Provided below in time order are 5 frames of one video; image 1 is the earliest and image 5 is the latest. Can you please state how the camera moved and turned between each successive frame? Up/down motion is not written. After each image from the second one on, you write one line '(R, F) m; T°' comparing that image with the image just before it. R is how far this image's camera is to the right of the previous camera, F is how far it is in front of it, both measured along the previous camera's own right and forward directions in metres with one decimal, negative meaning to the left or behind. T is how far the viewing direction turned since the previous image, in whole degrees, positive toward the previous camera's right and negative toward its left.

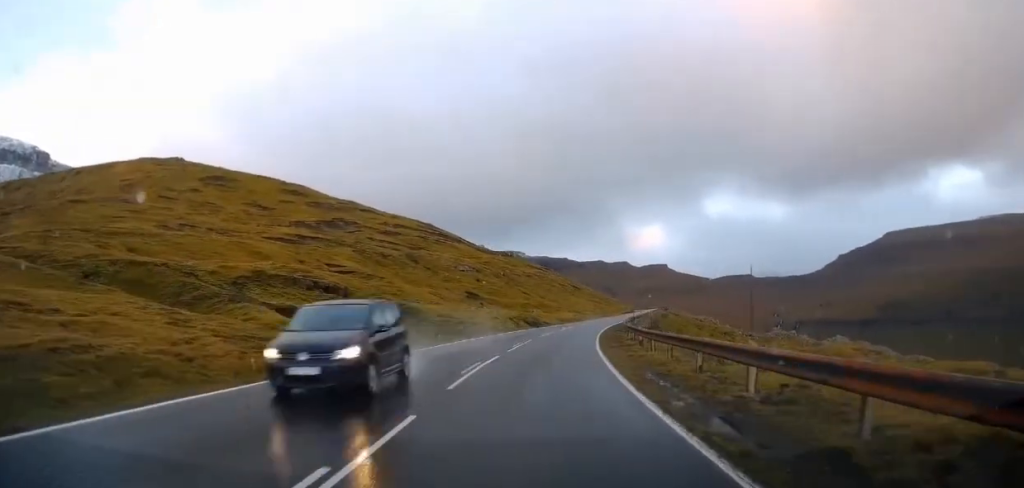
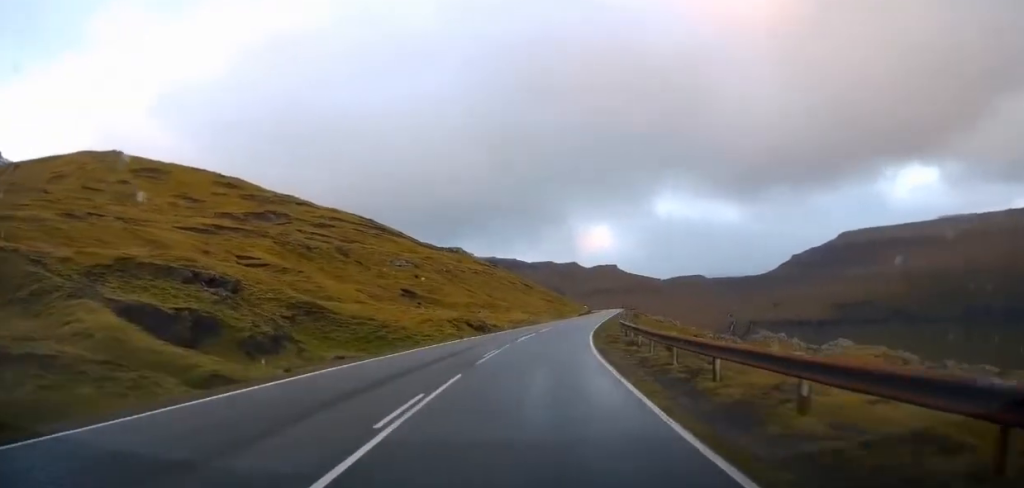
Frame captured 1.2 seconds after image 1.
(+1.0, +17.7) m; +5°
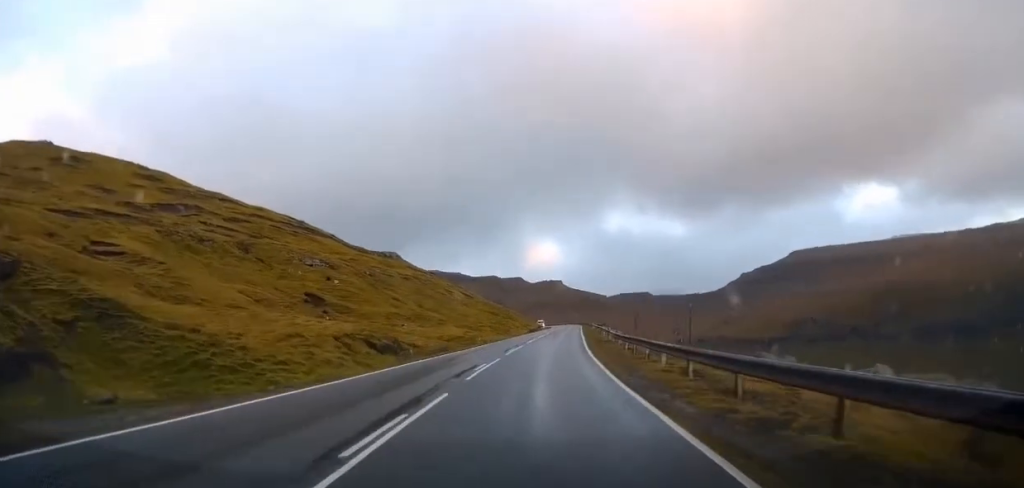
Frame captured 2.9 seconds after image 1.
(+1.7, +25.1) m; +6°
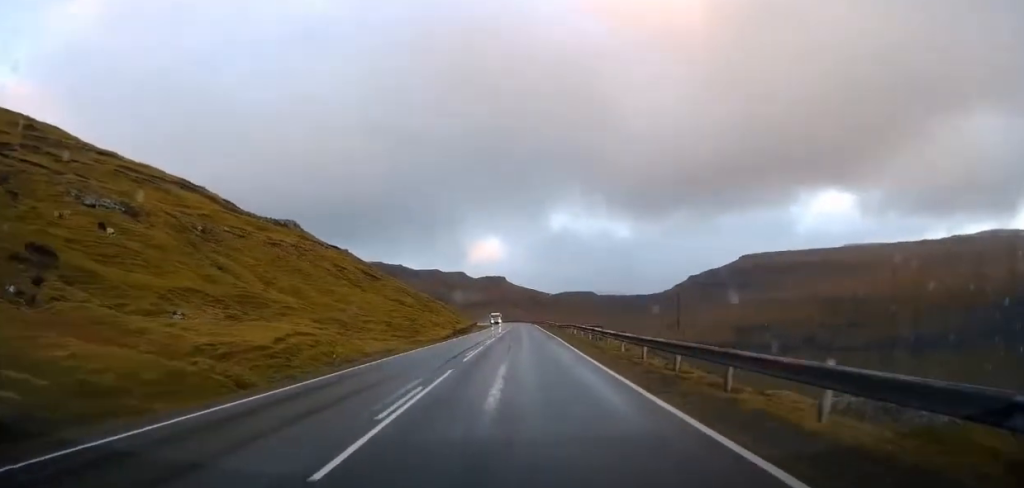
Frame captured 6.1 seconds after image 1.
(+2.8, +47.2) m; +8°
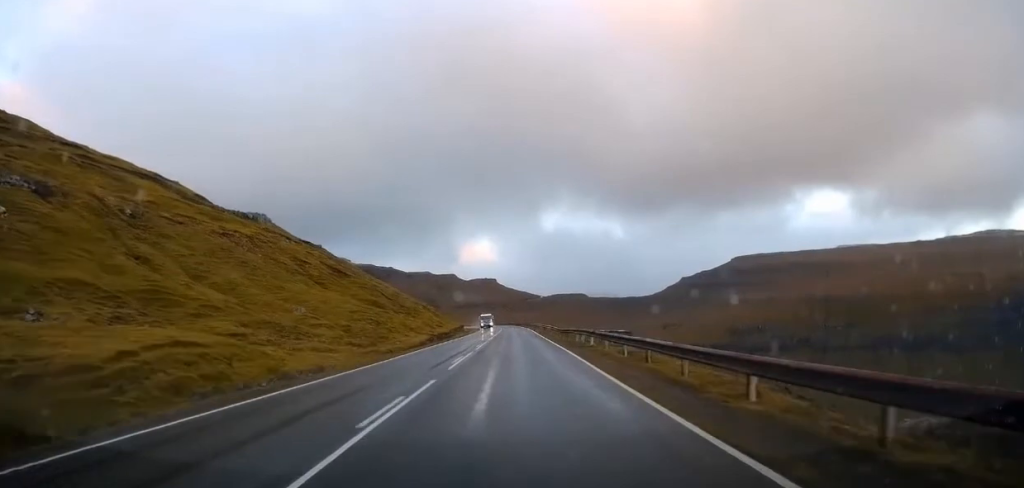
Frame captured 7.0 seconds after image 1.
(+0.5, +13.7) m; +2°
